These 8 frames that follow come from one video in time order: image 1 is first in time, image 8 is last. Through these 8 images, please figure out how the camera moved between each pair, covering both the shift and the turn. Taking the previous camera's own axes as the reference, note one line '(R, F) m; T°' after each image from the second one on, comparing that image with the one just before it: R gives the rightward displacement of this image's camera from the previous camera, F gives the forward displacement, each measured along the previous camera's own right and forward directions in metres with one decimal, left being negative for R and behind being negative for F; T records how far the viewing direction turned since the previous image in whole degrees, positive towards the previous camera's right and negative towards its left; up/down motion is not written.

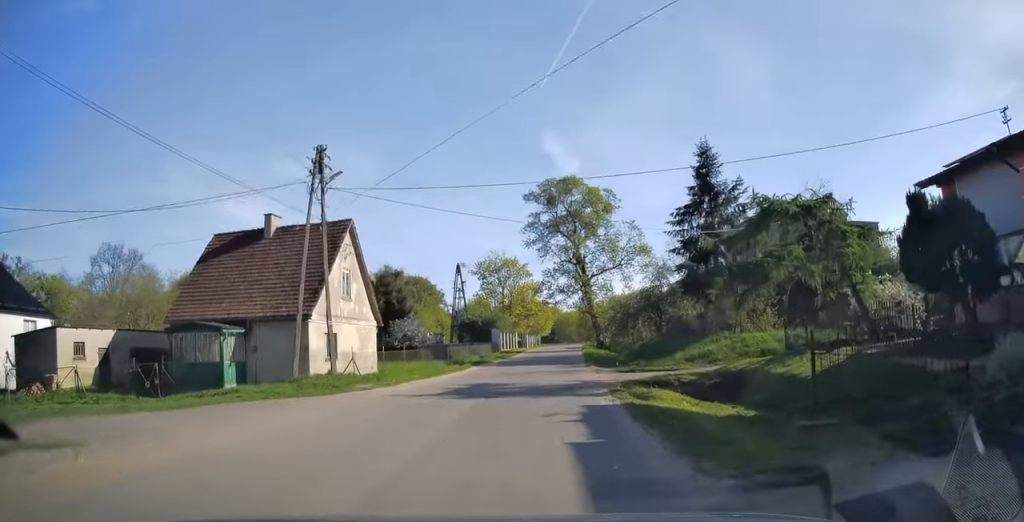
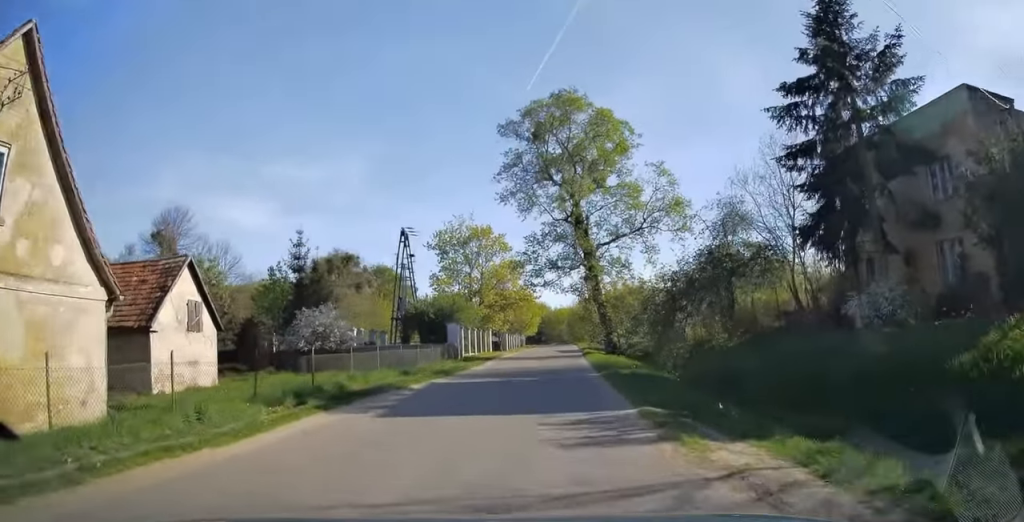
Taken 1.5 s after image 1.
(+0.1, +20.5) m; +1°
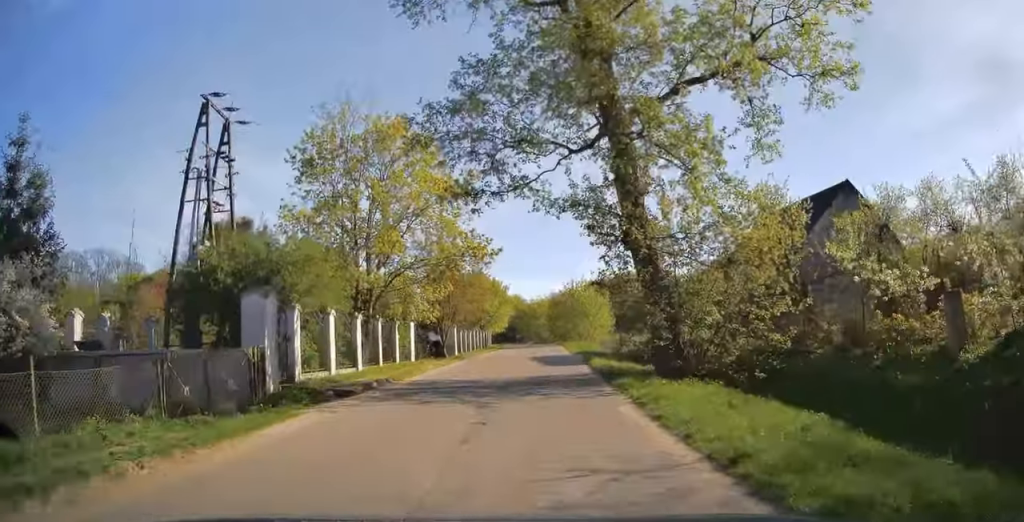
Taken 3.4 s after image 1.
(+0.5, +25.6) m; +2°
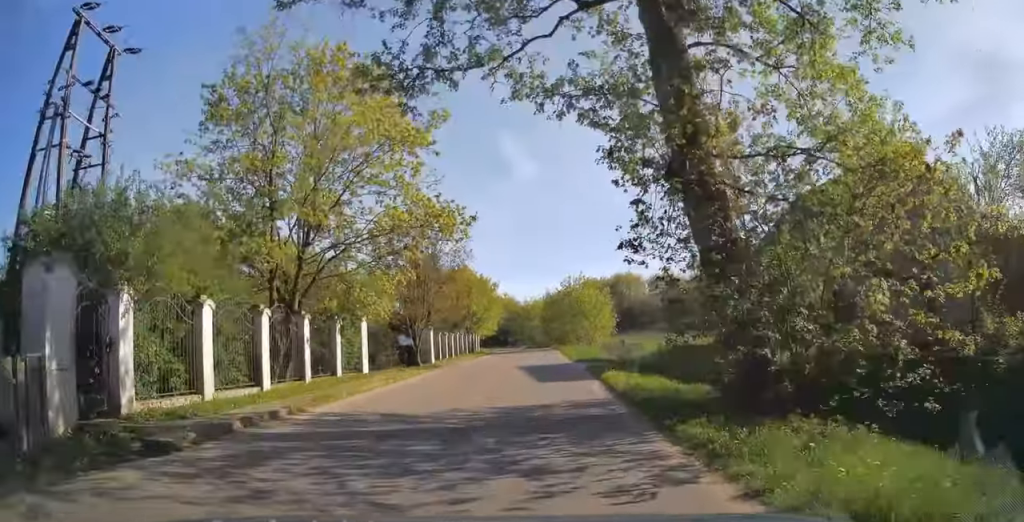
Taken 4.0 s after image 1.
(0.0, +7.2) m; 0°
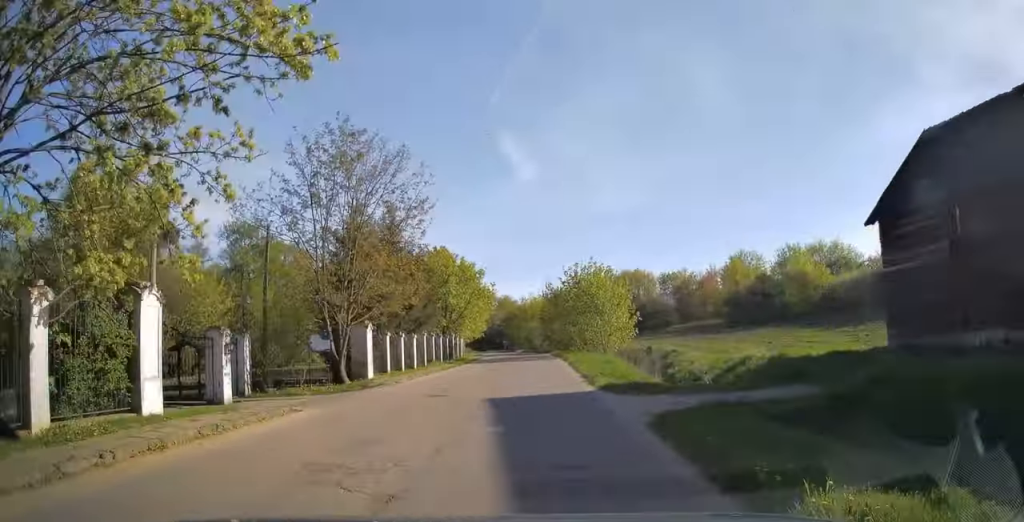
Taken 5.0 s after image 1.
(+0.1, +13.4) m; +1°
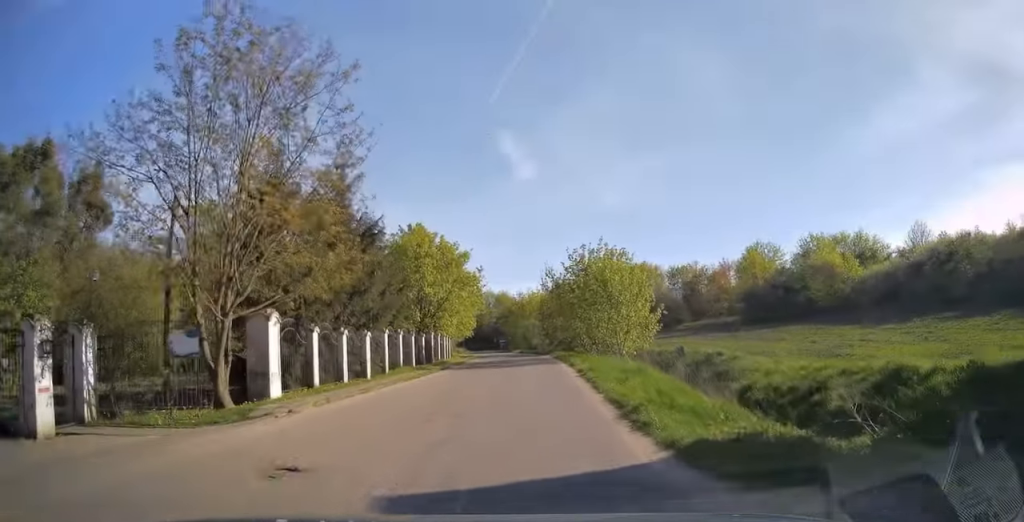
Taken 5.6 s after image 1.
(0.0, +8.8) m; 0°
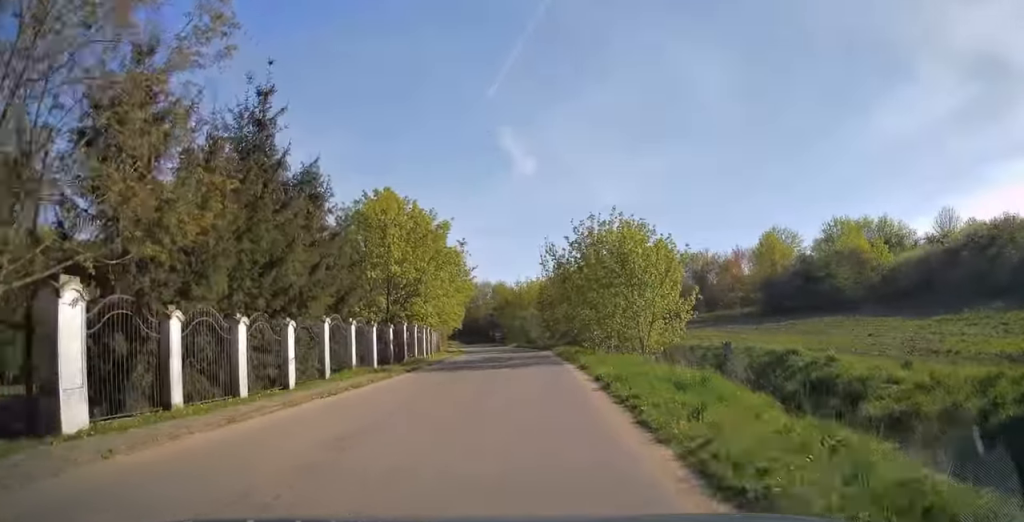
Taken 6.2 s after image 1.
(0.0, +7.7) m; 0°
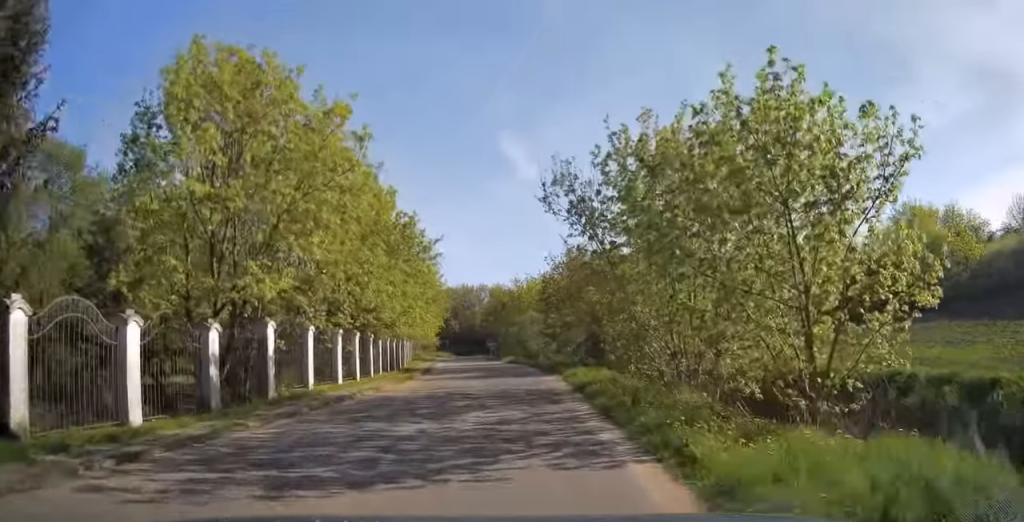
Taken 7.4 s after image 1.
(-0.1, +16.3) m; -1°
